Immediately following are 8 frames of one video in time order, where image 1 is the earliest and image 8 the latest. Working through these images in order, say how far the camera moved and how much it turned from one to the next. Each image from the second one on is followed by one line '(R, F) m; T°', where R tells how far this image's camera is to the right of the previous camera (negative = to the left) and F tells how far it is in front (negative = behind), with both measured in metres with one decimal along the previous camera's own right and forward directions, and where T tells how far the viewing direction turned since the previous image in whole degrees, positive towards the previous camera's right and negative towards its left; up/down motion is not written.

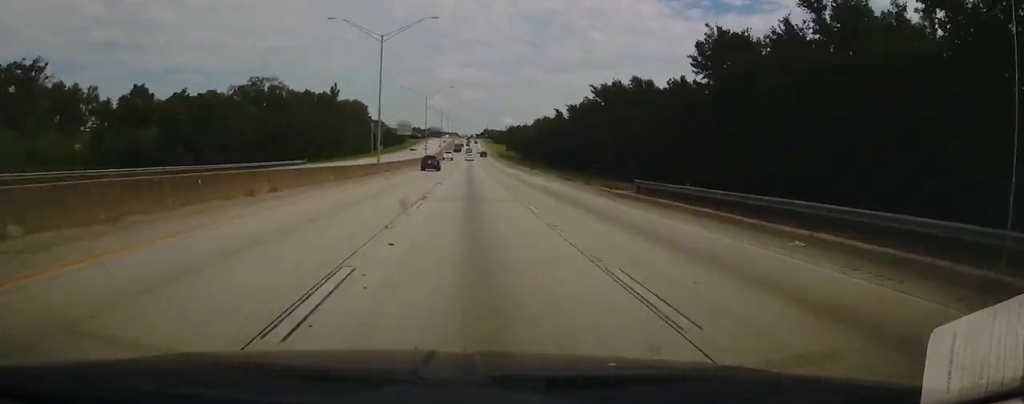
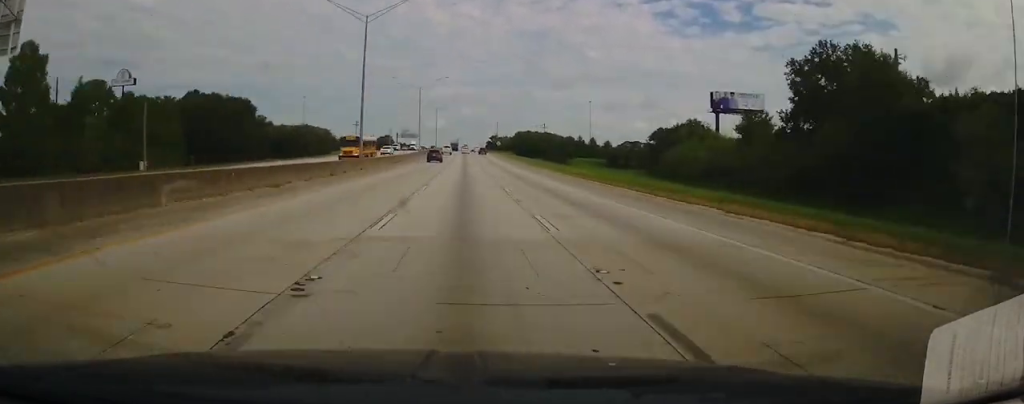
(+0.2, +184.2) m; 0°
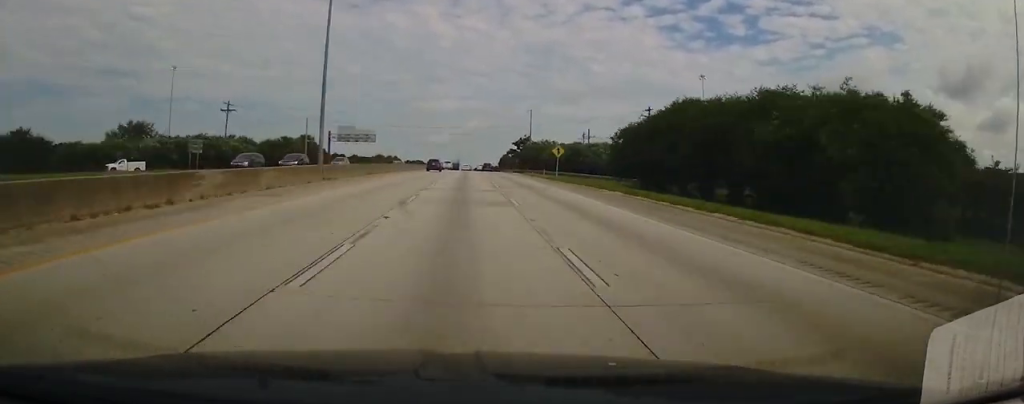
(-0.2, +126.2) m; 0°
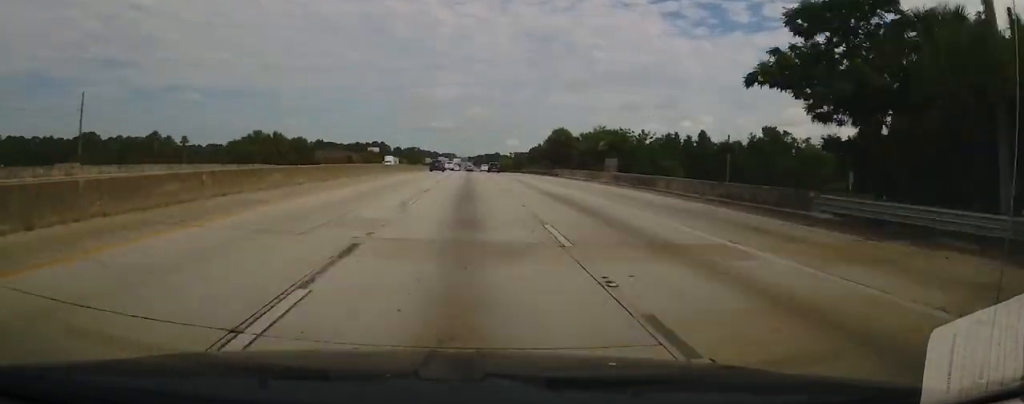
(+0.1, +107.0) m; 0°
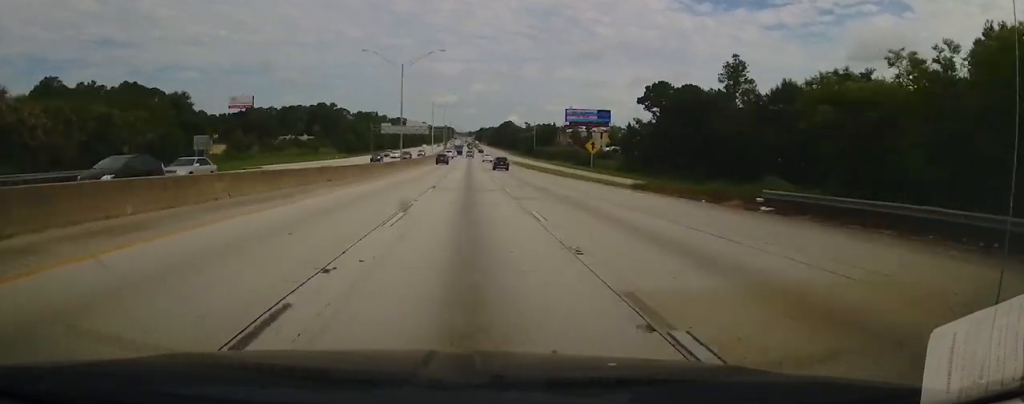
(-1.0, +201.6) m; 0°
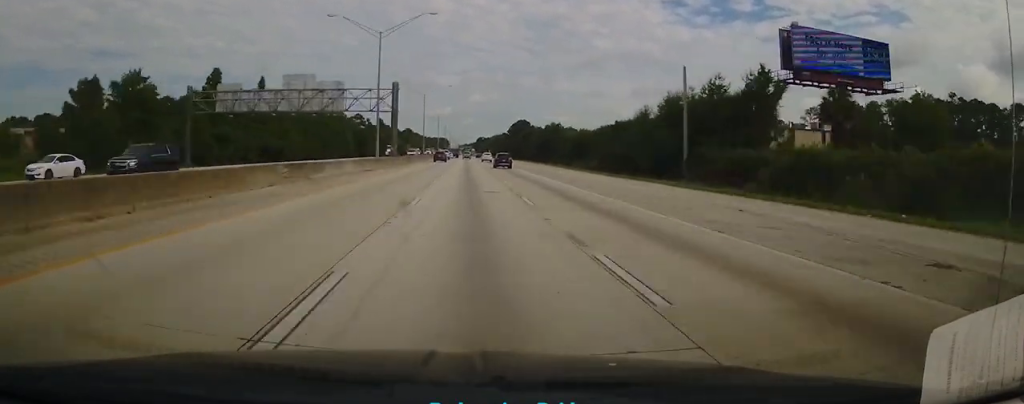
(+0.9, +129.3) m; 0°
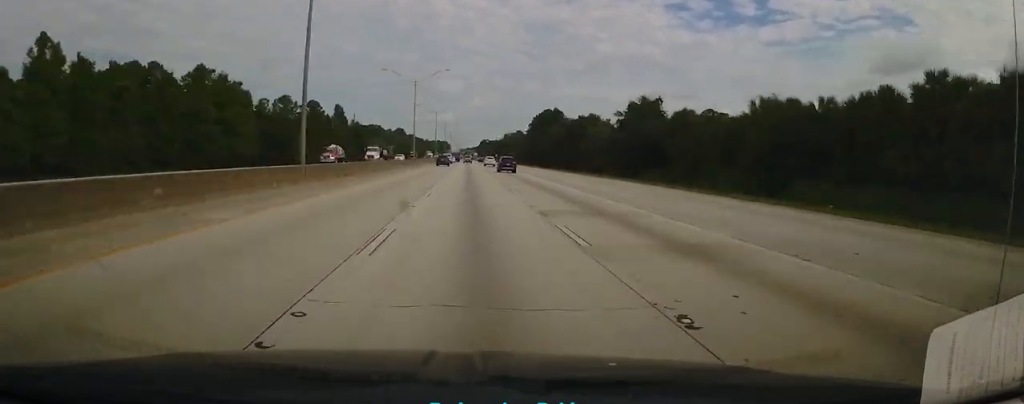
(+0.1, +82.2) m; 0°
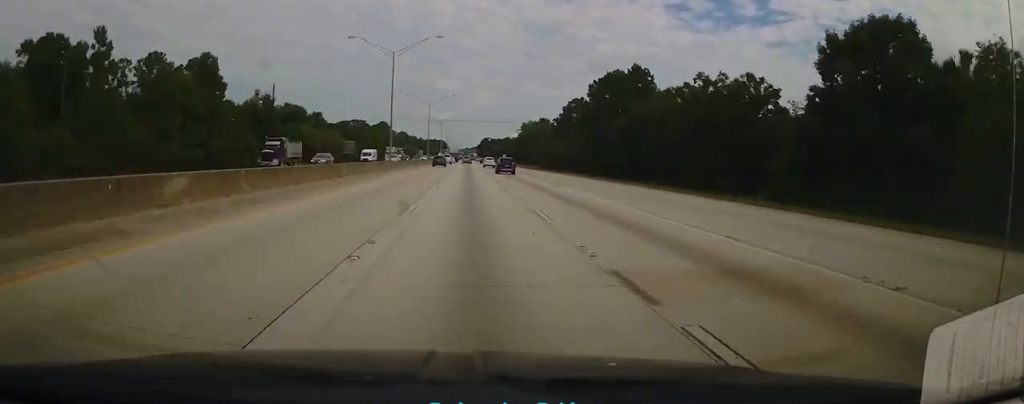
(0.0, +82.8) m; 0°
